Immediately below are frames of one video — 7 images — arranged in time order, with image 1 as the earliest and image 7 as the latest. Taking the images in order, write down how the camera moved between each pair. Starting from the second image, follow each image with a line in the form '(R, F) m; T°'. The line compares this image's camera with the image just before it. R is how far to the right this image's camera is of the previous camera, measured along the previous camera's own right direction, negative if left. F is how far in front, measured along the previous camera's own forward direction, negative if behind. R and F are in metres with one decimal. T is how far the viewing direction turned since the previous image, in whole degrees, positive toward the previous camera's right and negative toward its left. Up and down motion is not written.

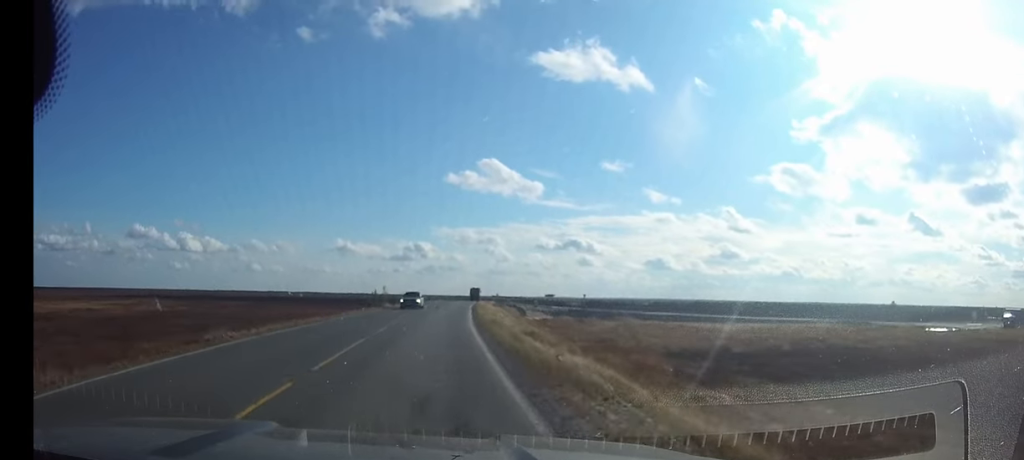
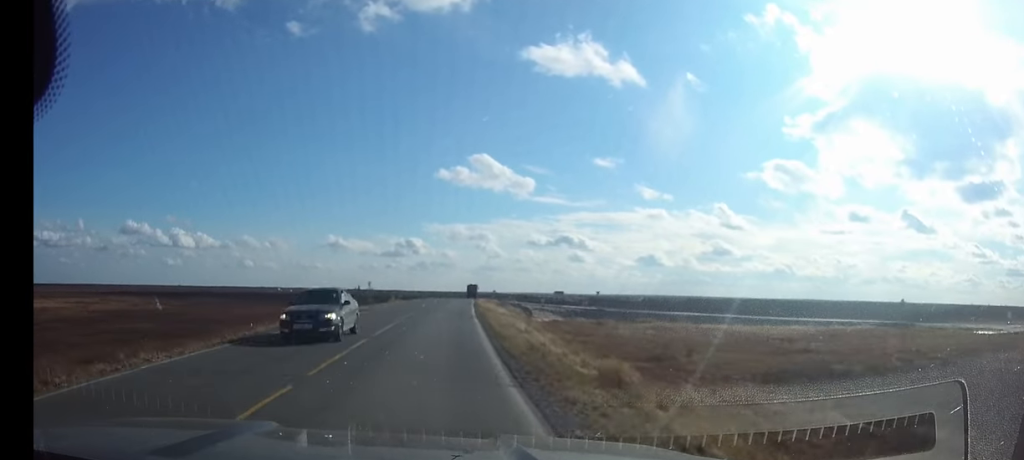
(+0.1, +15.5) m; +1°
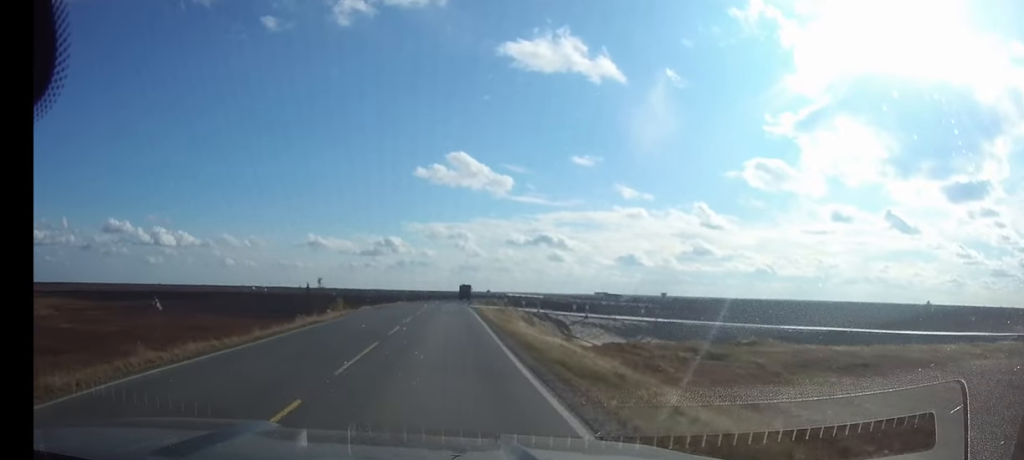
(+0.4, +38.4) m; +1°
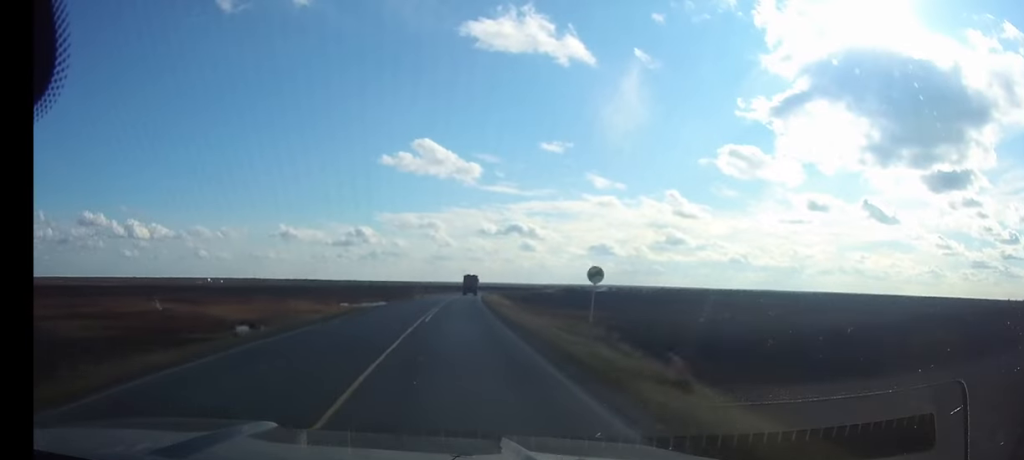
(+2.3, +89.3) m; +3°
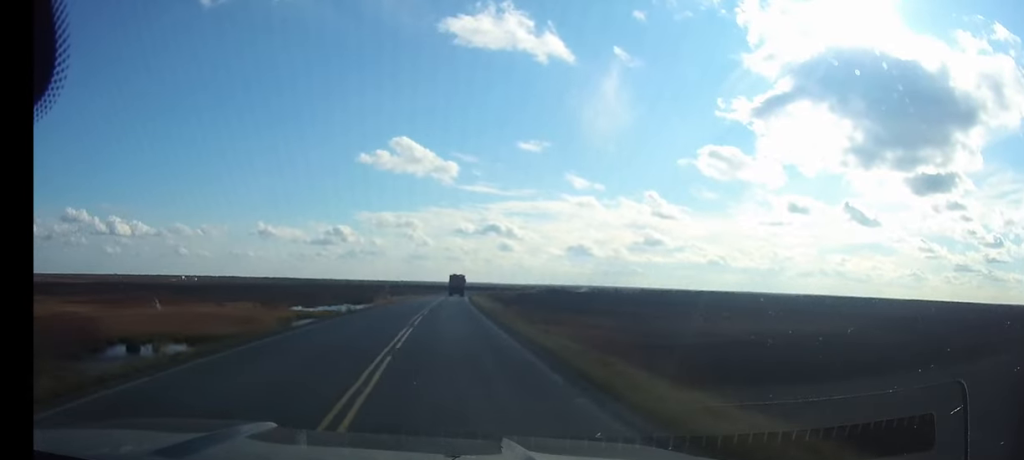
(+0.4, +24.0) m; +1°
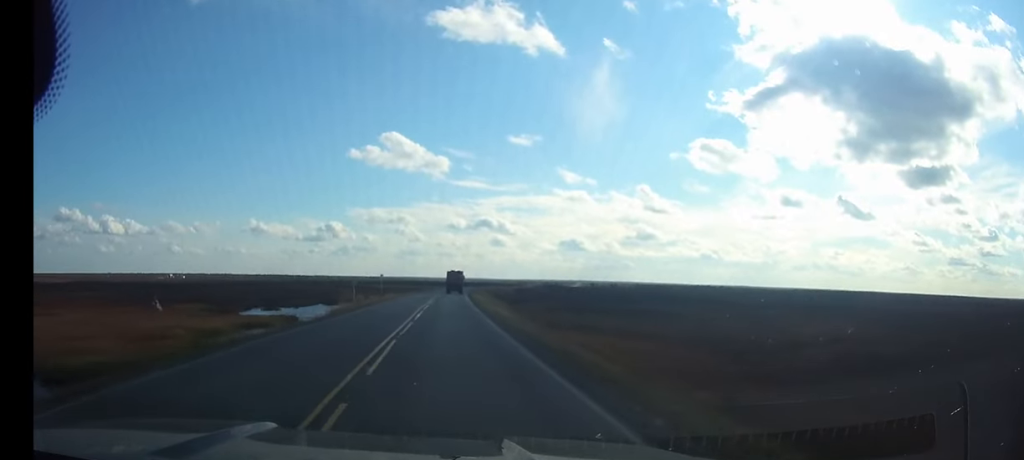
(+0.2, +20.1) m; +1°
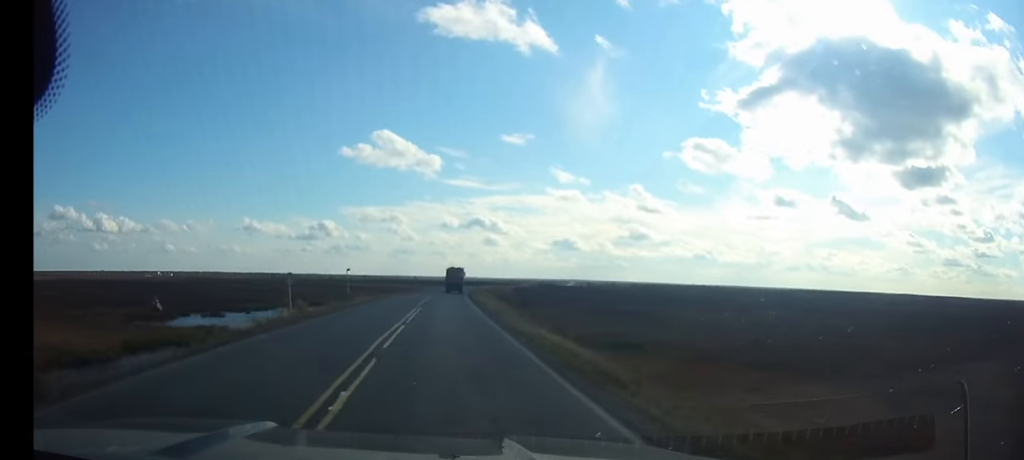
(+0.1, +20.4) m; +1°
